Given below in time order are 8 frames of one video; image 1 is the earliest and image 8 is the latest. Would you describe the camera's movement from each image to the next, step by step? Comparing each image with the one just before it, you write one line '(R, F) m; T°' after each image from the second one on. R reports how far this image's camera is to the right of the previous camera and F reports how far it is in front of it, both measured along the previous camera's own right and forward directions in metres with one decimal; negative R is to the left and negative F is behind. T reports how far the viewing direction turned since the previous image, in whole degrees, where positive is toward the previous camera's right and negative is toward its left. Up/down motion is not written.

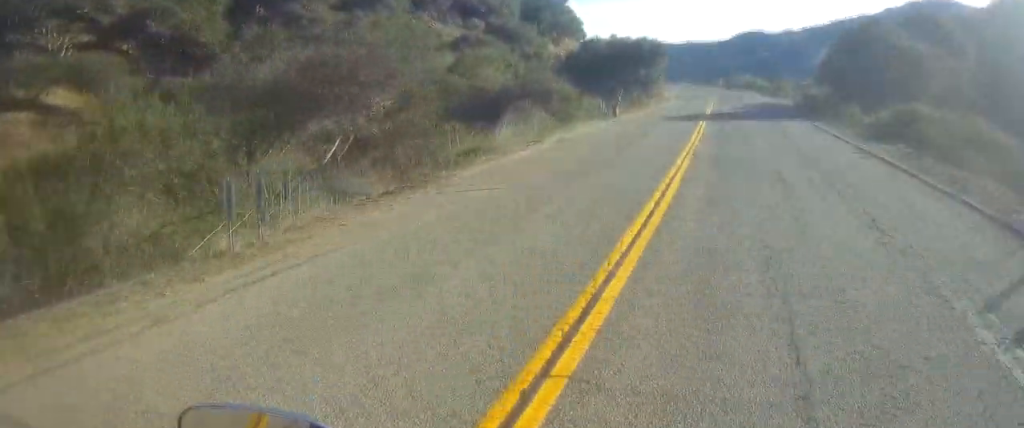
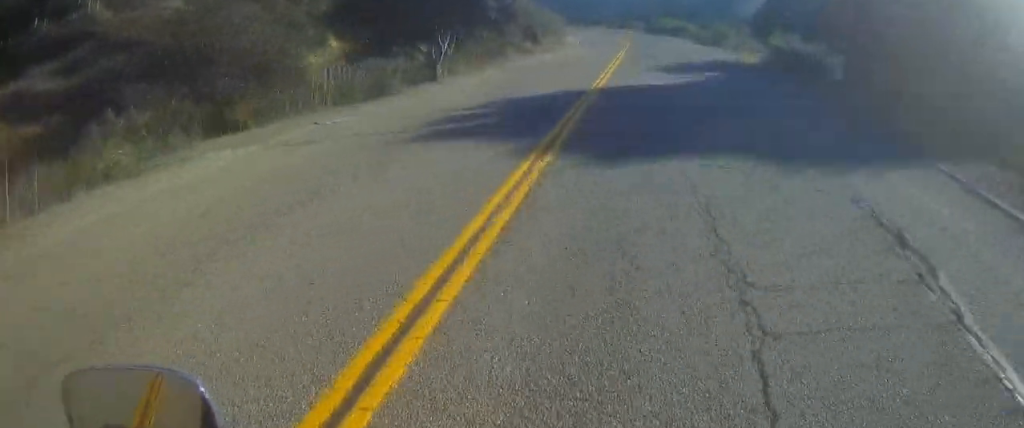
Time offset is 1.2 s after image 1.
(+1.1, +24.0) m; +2°
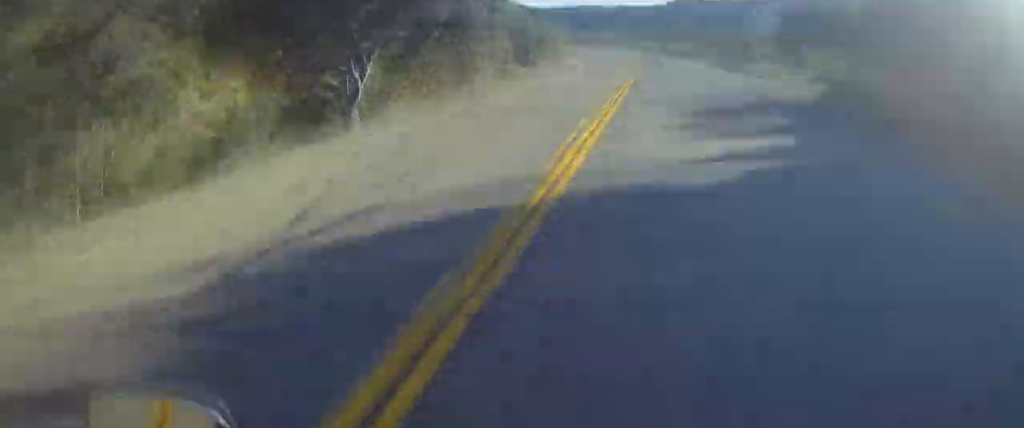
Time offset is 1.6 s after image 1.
(0.0, +9.3) m; -1°
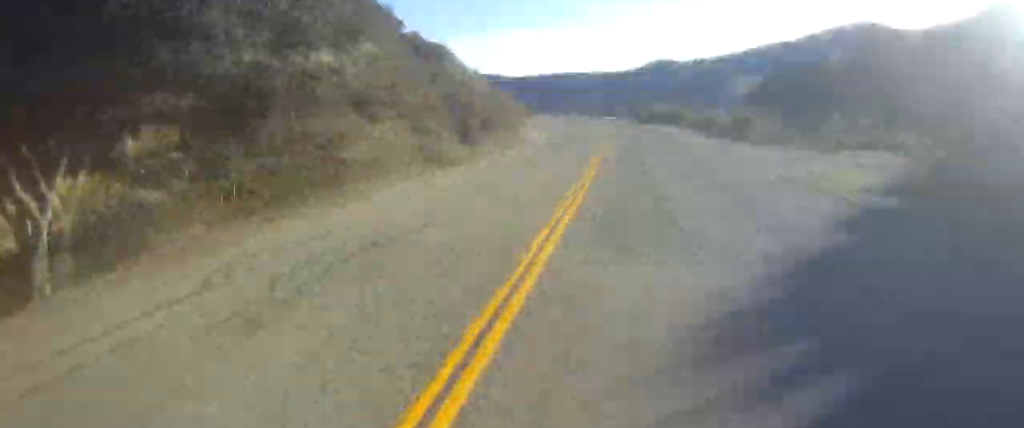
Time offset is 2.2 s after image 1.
(-0.2, +11.3) m; -1°
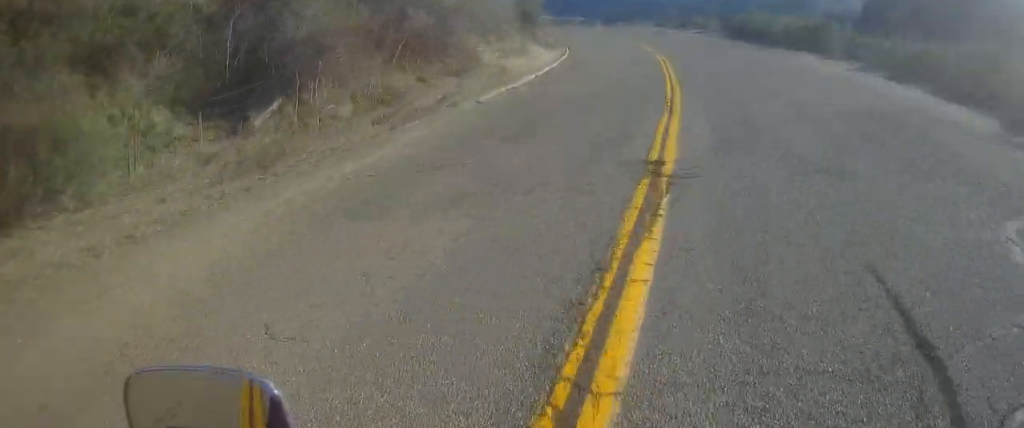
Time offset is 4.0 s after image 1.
(0.0, +34.0) m; 0°
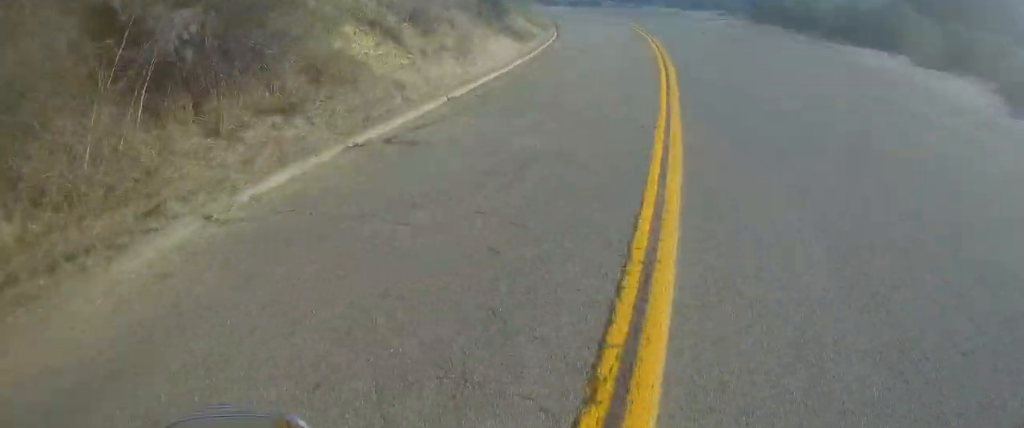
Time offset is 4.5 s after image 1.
(-0.3, +11.4) m; -1°
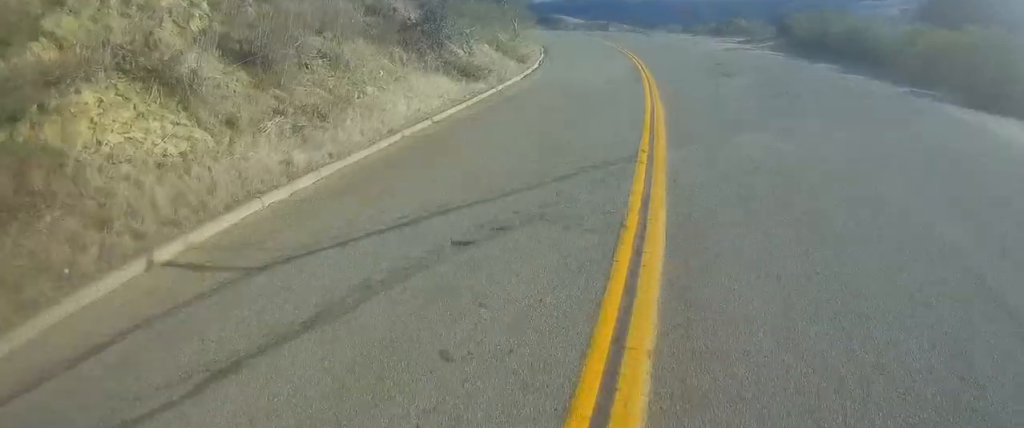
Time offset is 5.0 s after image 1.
(-0.1, +10.0) m; -1°
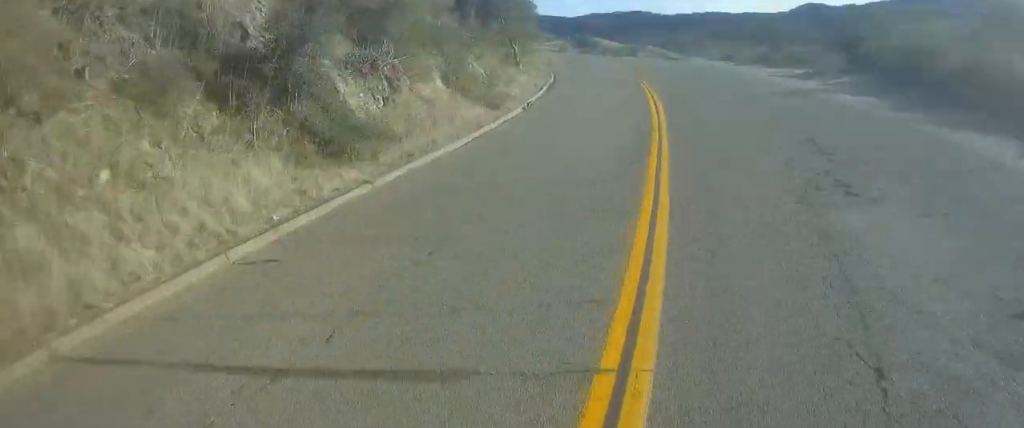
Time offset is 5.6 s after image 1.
(+0.1, +11.3) m; -2°
